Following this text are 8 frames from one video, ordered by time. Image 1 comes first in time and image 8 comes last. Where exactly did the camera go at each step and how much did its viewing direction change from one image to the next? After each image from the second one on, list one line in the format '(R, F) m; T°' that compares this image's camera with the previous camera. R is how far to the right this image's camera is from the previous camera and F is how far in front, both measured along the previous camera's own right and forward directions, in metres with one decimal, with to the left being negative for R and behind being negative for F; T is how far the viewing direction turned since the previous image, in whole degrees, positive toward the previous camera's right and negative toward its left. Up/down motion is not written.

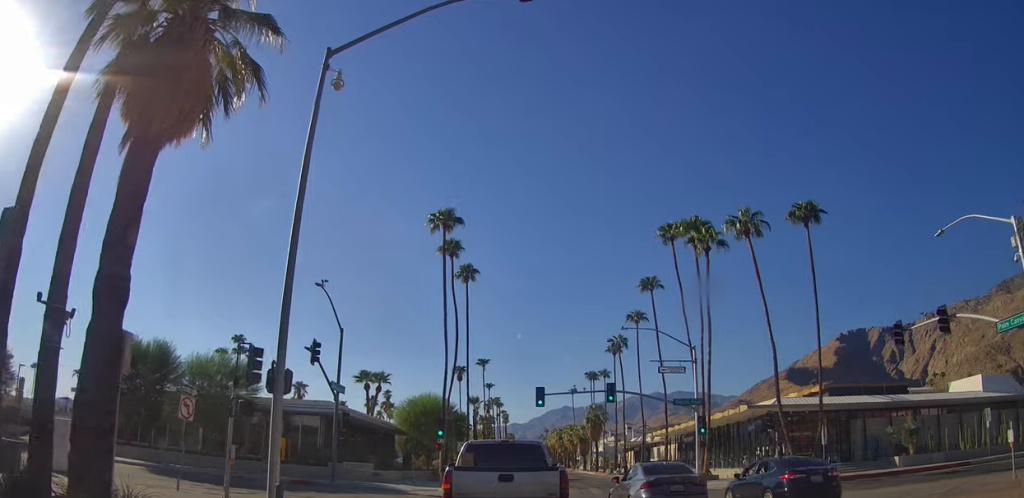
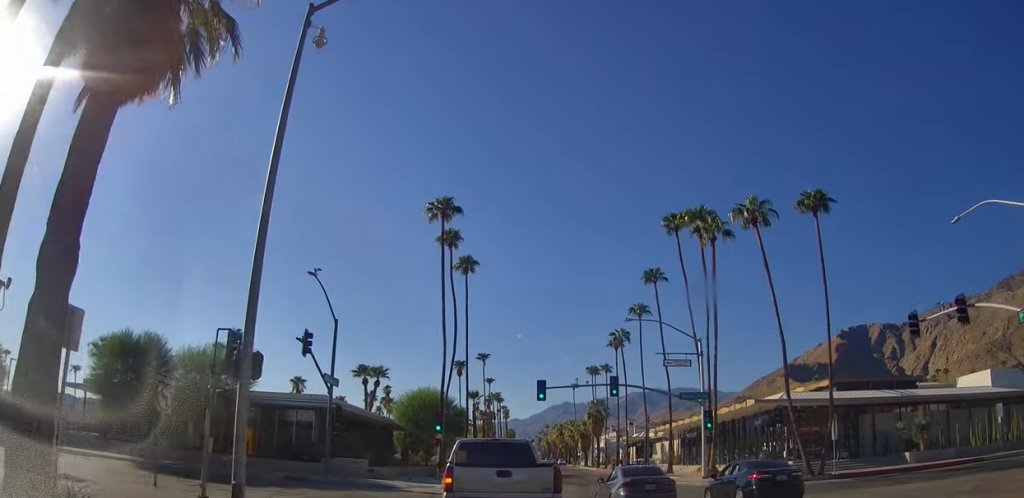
(0.0, +0.2) m; 0°
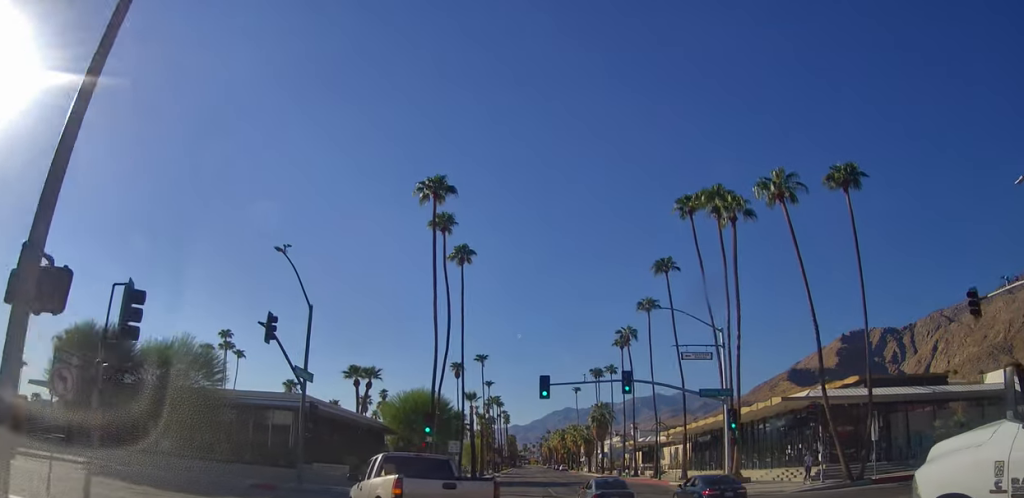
(0.0, +2.7) m; 0°
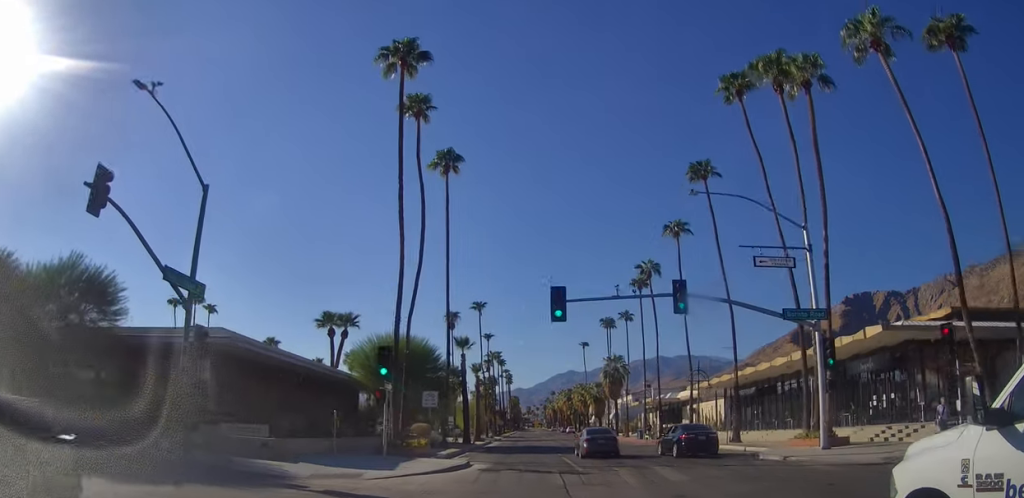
(0.0, +11.6) m; 0°
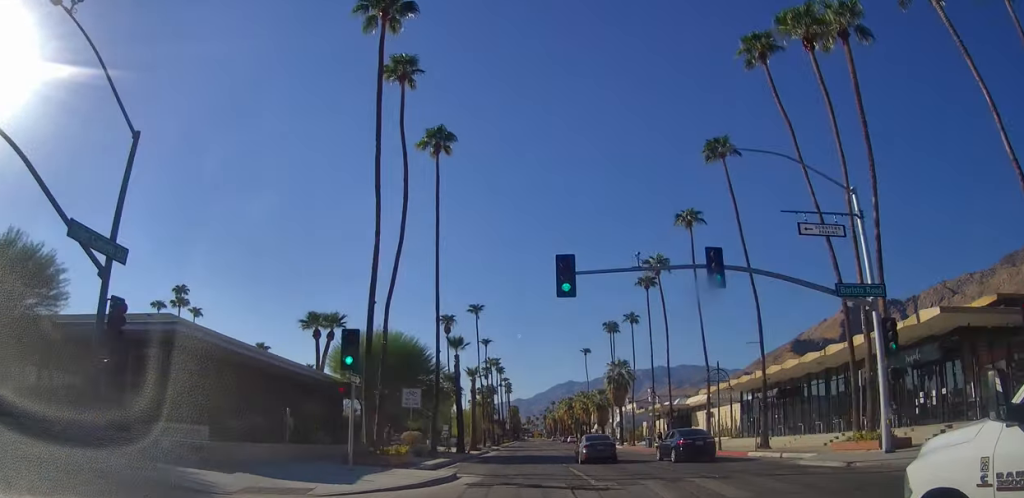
(0.0, +4.3) m; 0°
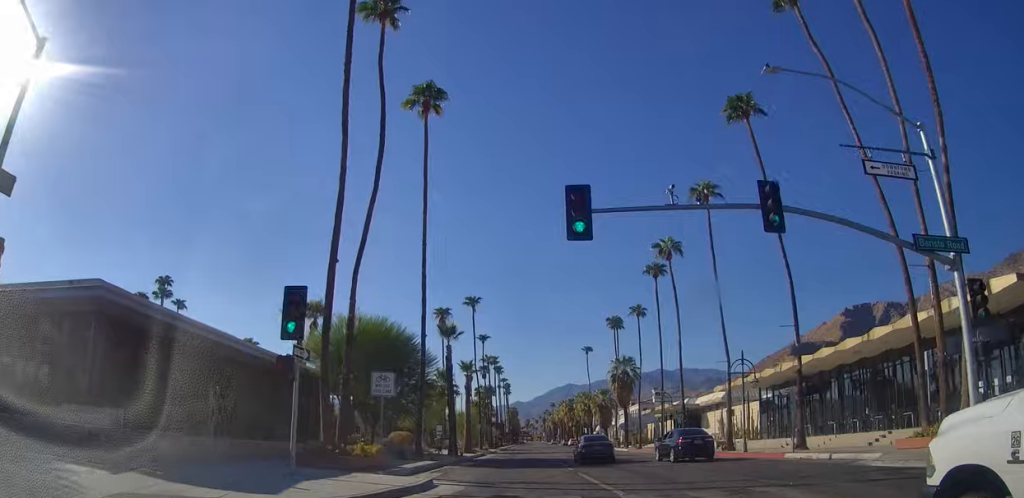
(0.0, +4.9) m; 0°
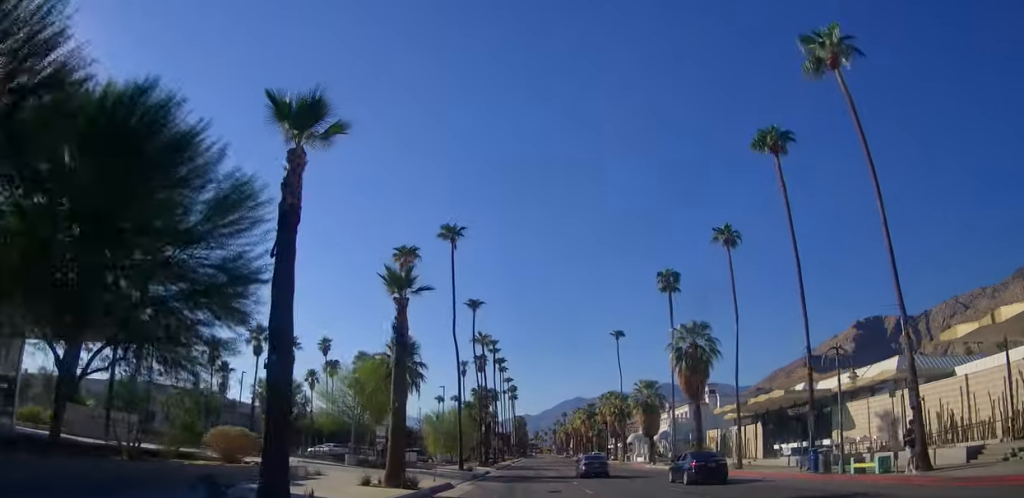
(0.0, +30.8) m; 0°
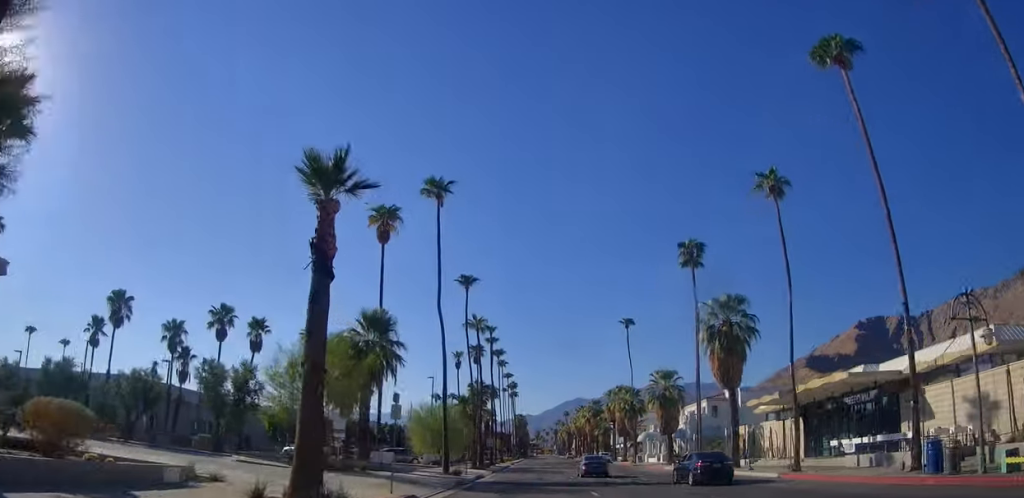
(0.0, +8.8) m; 0°
